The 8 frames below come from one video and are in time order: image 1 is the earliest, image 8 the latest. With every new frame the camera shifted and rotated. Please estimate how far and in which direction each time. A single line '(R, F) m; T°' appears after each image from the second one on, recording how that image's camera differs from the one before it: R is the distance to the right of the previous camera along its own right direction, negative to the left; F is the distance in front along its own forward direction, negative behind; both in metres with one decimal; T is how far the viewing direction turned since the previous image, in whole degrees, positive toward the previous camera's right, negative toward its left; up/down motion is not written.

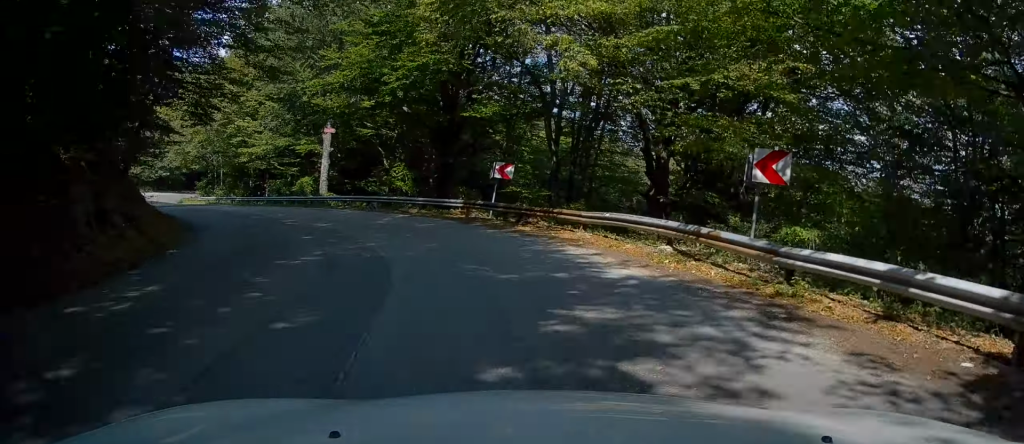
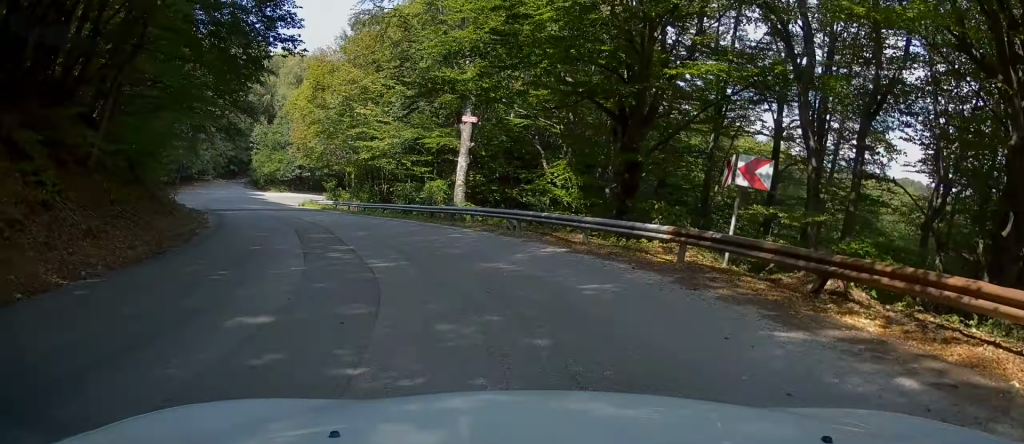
(-0.9, +11.3) m; -11°
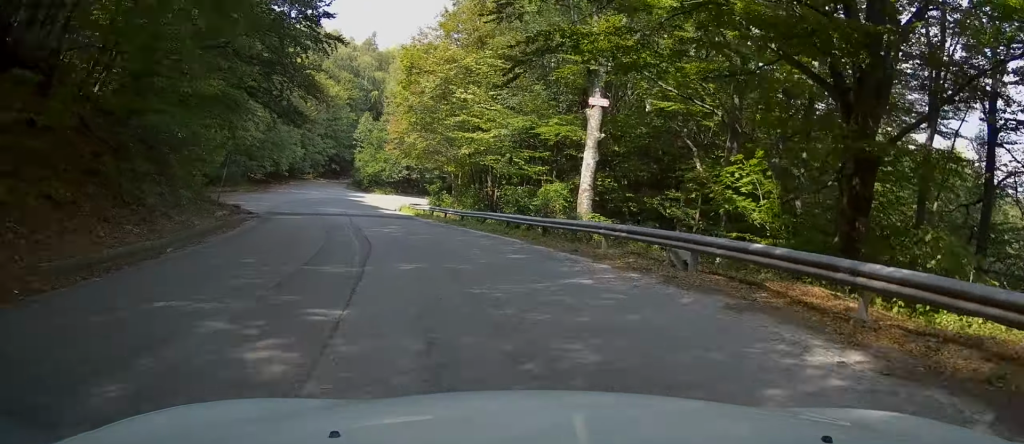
(-0.3, +8.1) m; -9°
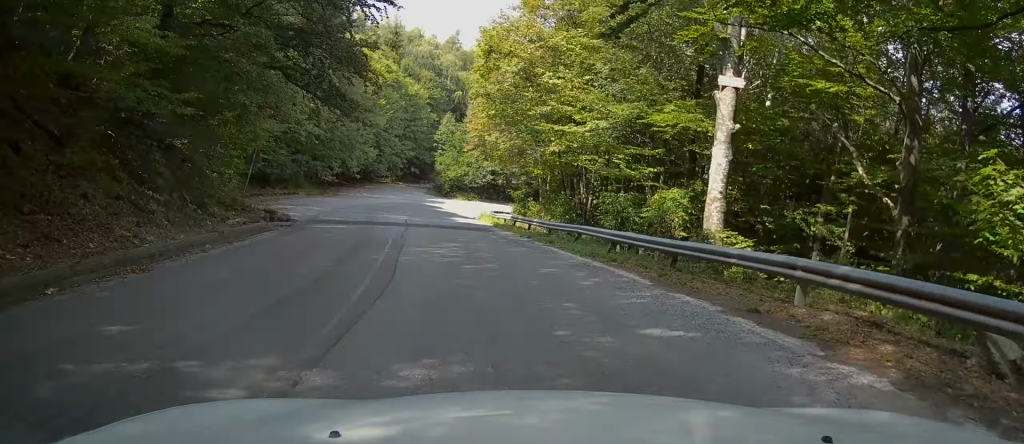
(-0.8, +6.8) m; -7°
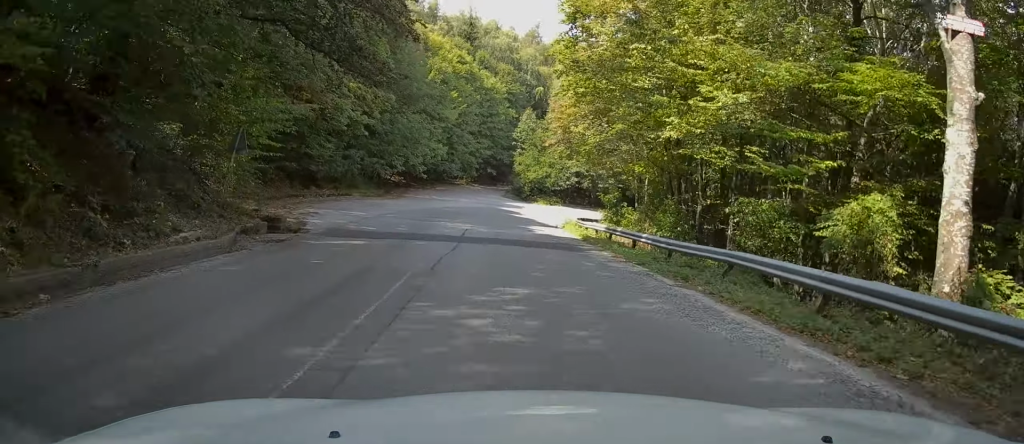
(-0.5, +8.4) m; -7°
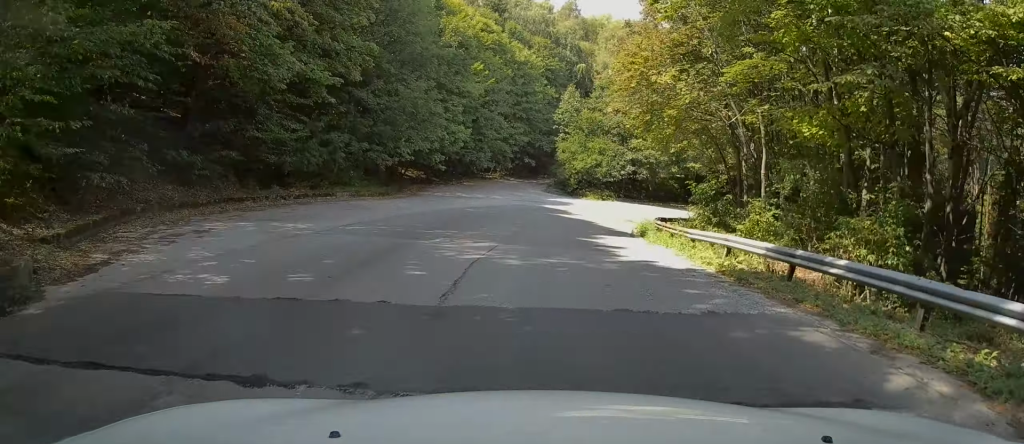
(-1.2, +14.6) m; -6°
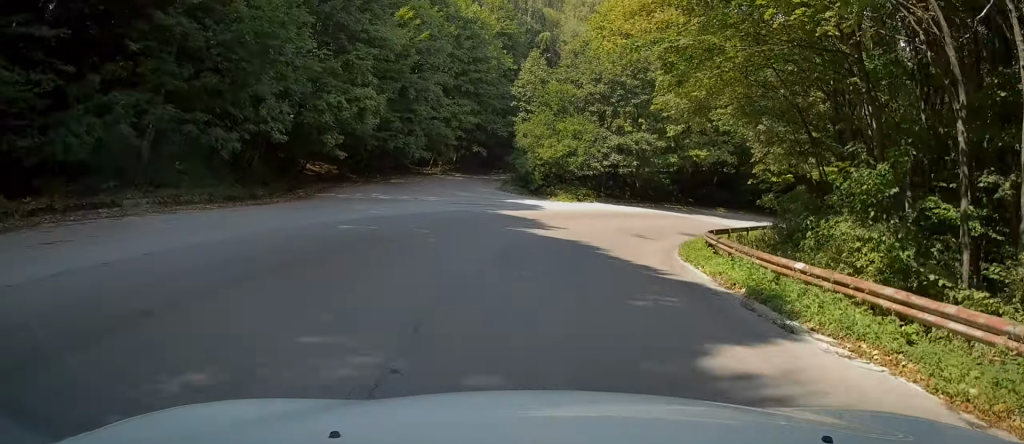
(-0.2, +17.1) m; +2°
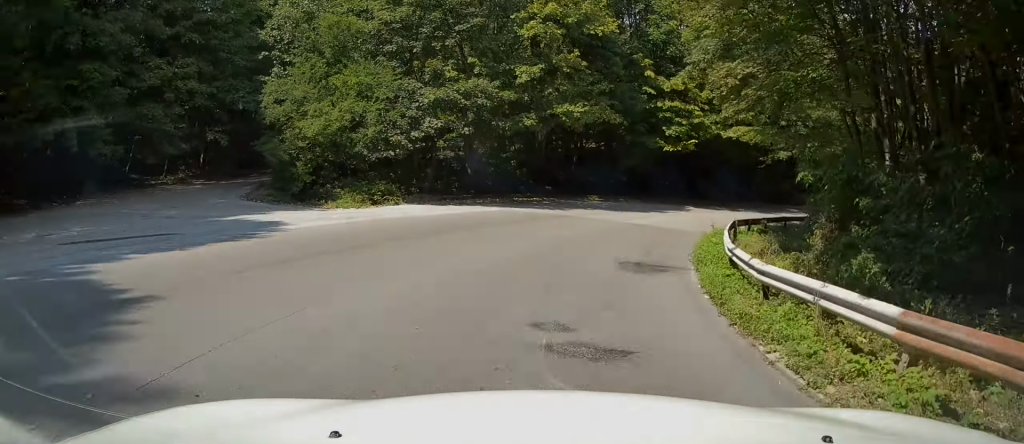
(+1.2, +18.7) m; +11°
